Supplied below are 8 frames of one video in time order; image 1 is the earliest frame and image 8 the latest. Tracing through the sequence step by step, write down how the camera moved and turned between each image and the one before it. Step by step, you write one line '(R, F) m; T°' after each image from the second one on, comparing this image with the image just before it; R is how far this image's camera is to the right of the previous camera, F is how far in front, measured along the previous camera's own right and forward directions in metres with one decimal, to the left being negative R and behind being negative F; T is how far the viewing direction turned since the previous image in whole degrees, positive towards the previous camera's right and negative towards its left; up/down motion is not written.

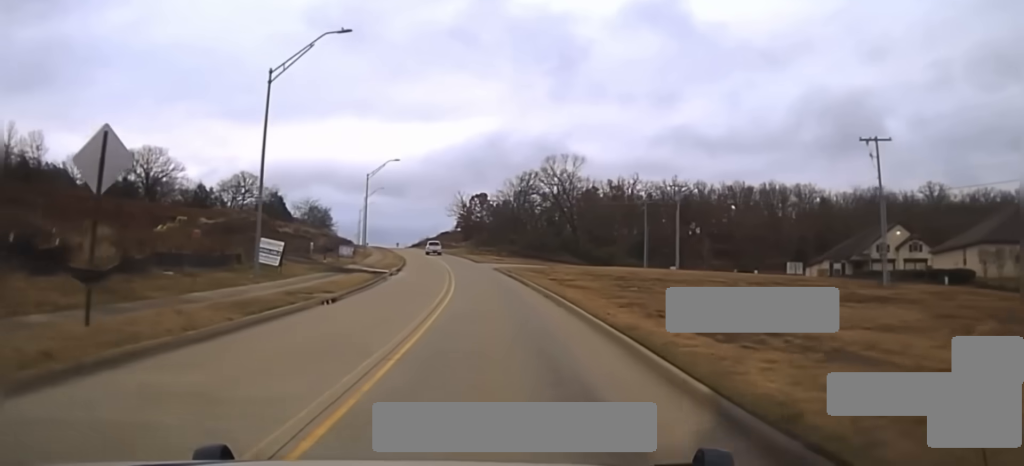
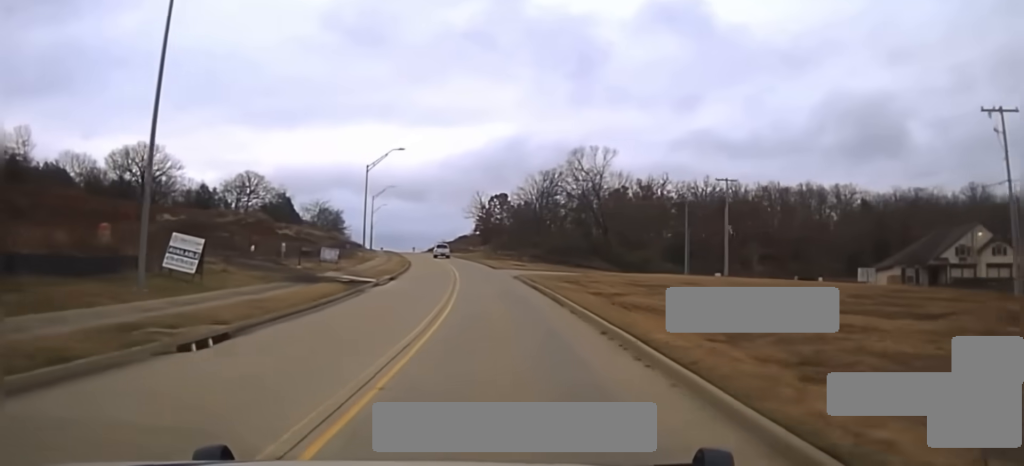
(0.0, +13.4) m; -1°
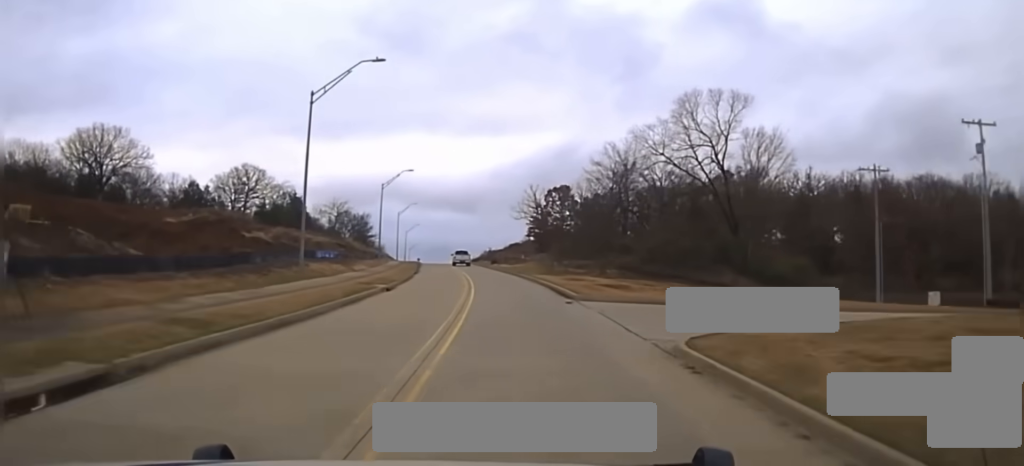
(-1.7, +42.9) m; -4°
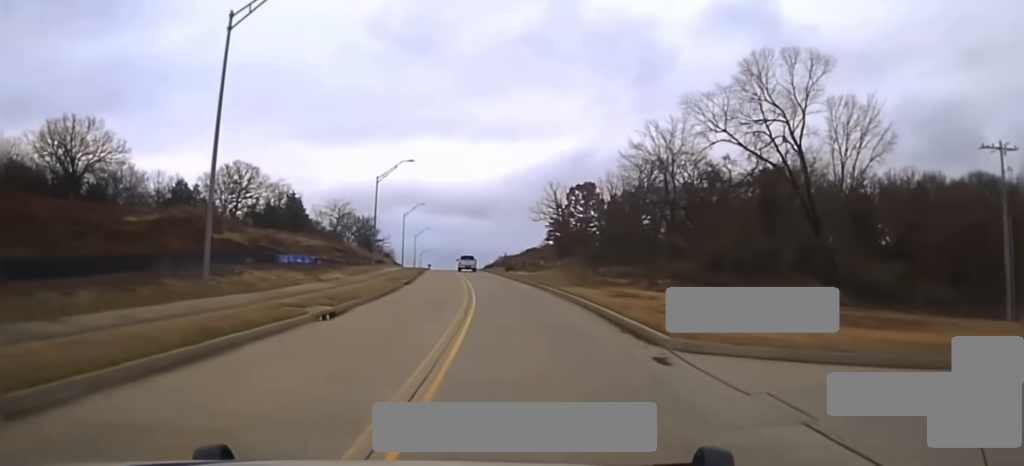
(-0.1, +17.4) m; -1°
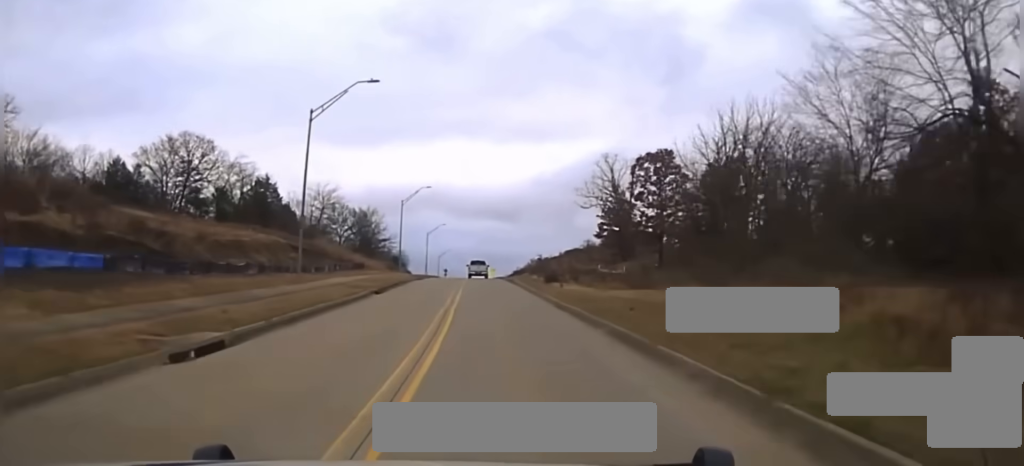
(-1.0, +45.1) m; -2°
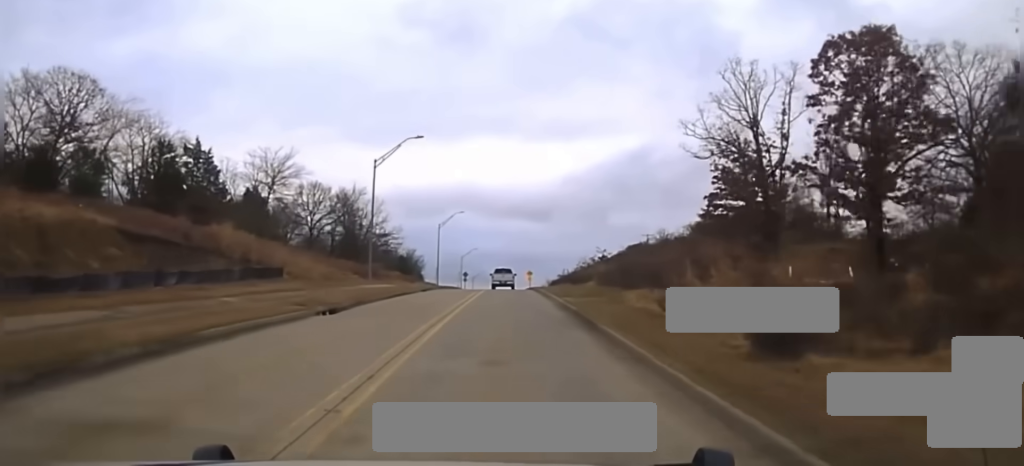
(-0.8, +43.4) m; -3°
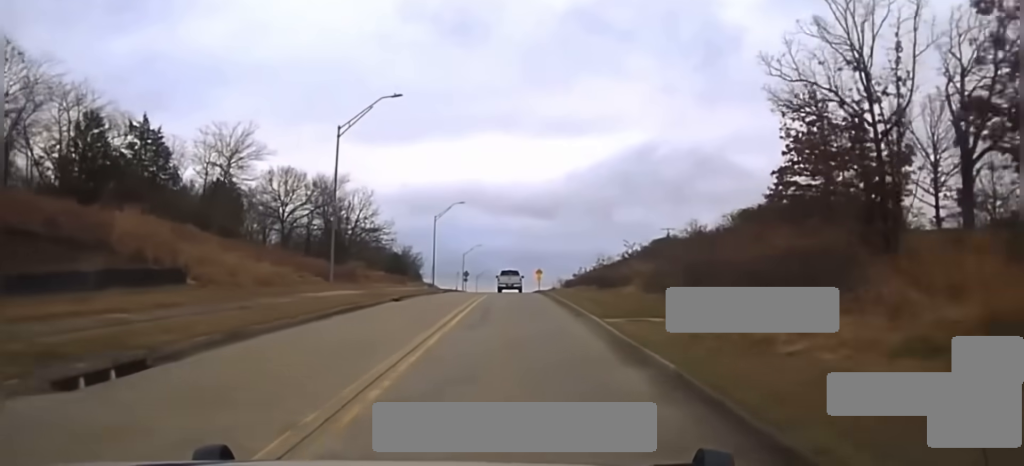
(-0.2, +14.2) m; 0°
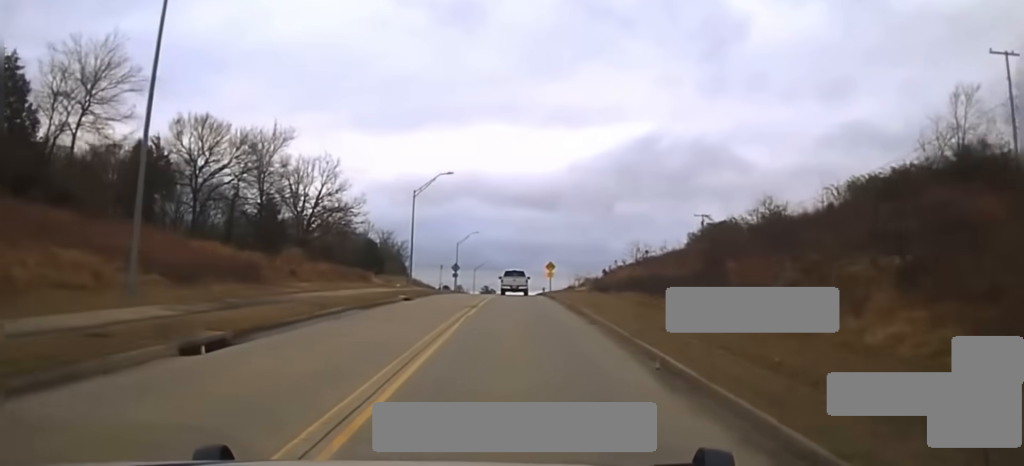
(-0.1, +25.2) m; 0°
